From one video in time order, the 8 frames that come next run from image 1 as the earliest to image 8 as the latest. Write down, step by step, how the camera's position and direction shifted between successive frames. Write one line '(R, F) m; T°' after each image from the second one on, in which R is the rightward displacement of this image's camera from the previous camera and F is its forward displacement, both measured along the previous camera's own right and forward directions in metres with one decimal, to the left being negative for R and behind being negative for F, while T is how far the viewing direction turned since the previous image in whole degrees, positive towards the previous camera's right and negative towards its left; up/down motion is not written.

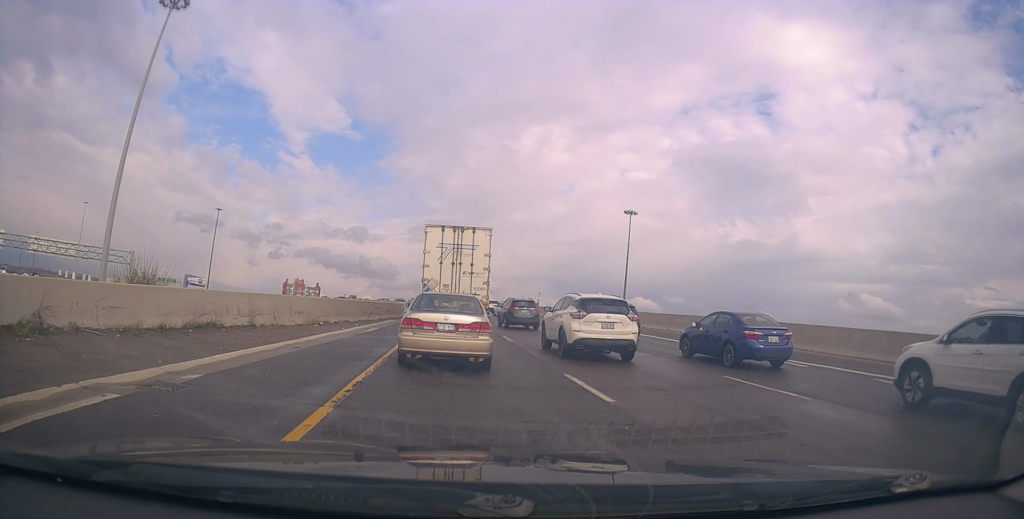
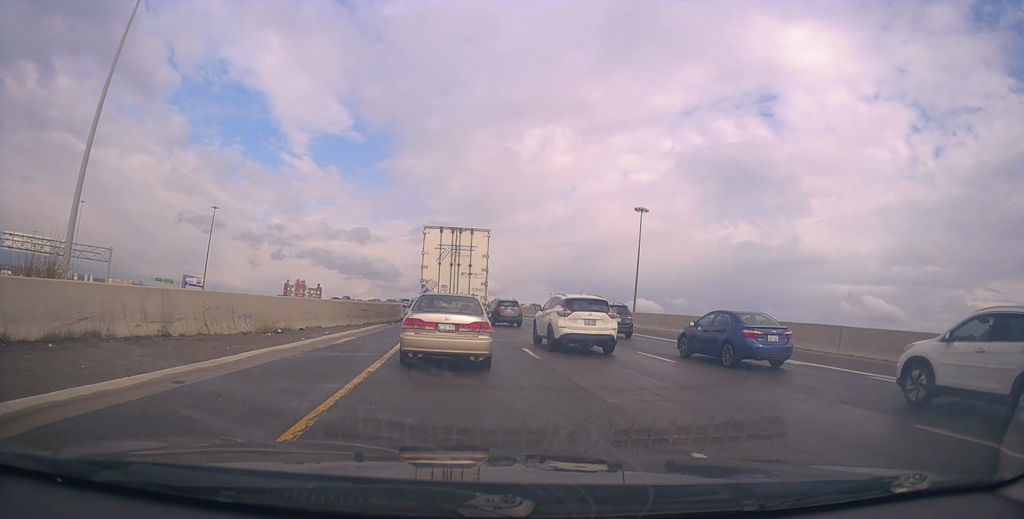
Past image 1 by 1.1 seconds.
(-0.4, +5.9) m; 0°
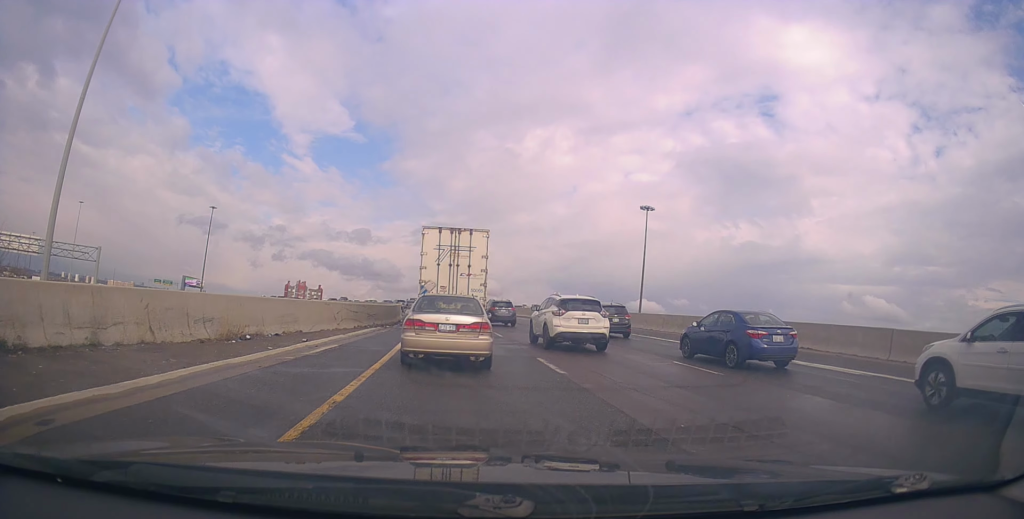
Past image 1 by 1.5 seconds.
(+0.2, +2.8) m; +2°
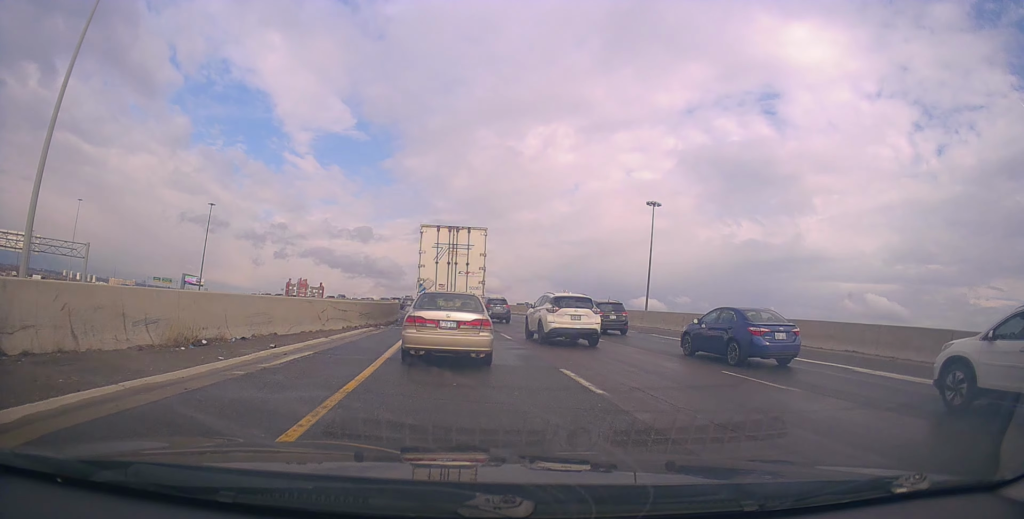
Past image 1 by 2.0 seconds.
(+0.1, +2.9) m; +2°
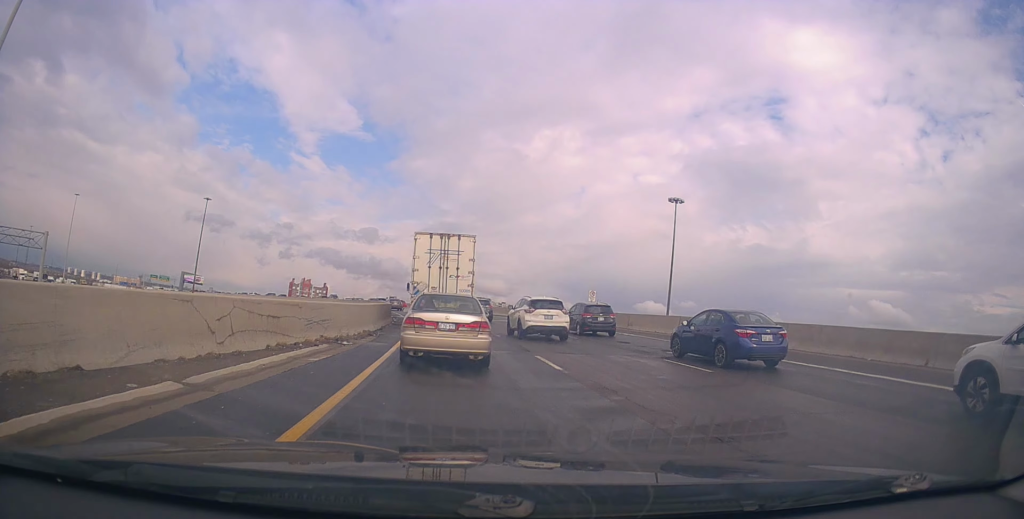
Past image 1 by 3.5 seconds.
(-0.4, +9.3) m; -4°
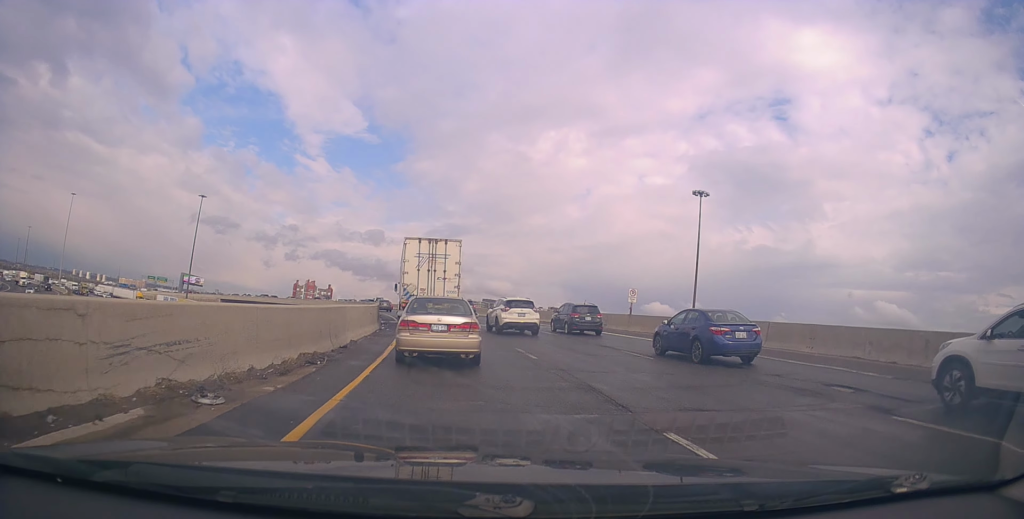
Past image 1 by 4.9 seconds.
(+0.1, +9.1) m; -1°
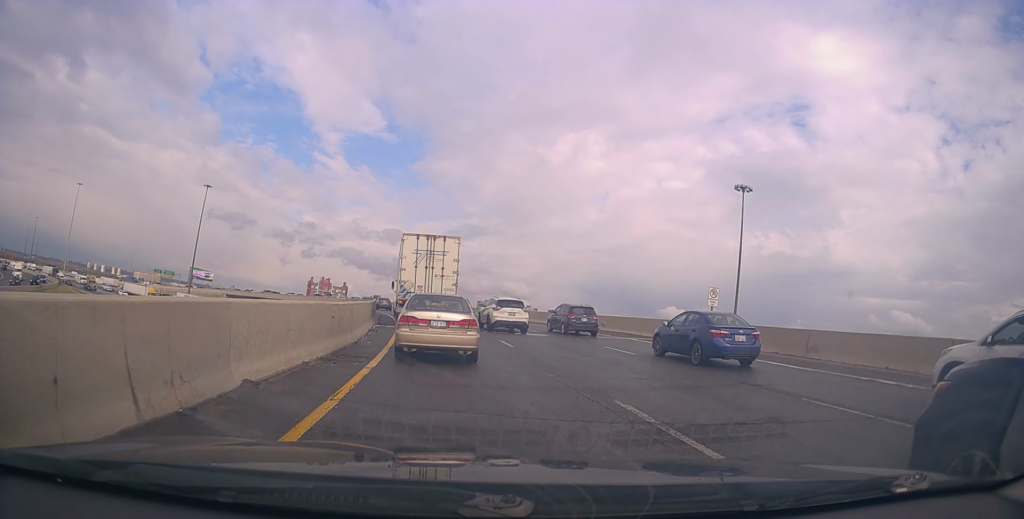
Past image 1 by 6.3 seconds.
(-0.4, +9.2) m; 0°
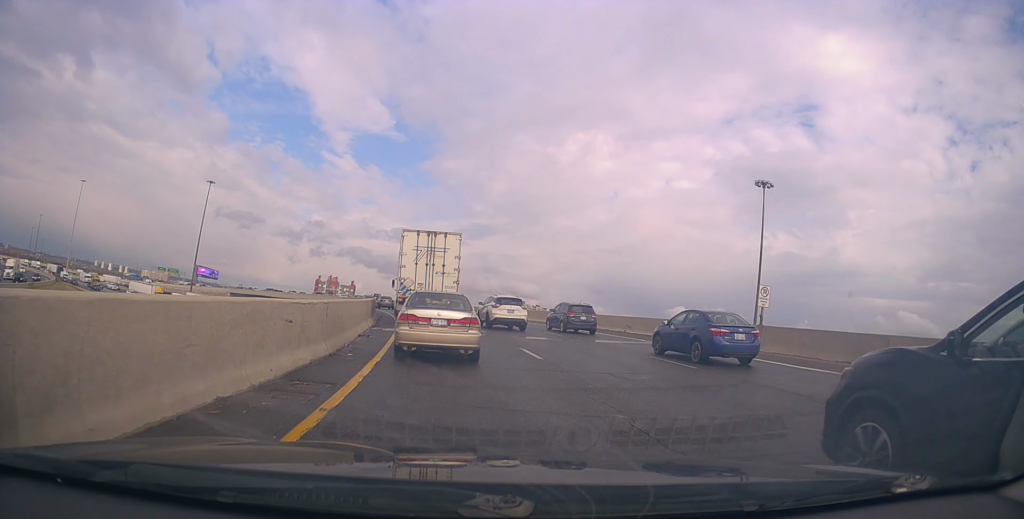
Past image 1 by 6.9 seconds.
(+0.3, +3.9) m; 0°
